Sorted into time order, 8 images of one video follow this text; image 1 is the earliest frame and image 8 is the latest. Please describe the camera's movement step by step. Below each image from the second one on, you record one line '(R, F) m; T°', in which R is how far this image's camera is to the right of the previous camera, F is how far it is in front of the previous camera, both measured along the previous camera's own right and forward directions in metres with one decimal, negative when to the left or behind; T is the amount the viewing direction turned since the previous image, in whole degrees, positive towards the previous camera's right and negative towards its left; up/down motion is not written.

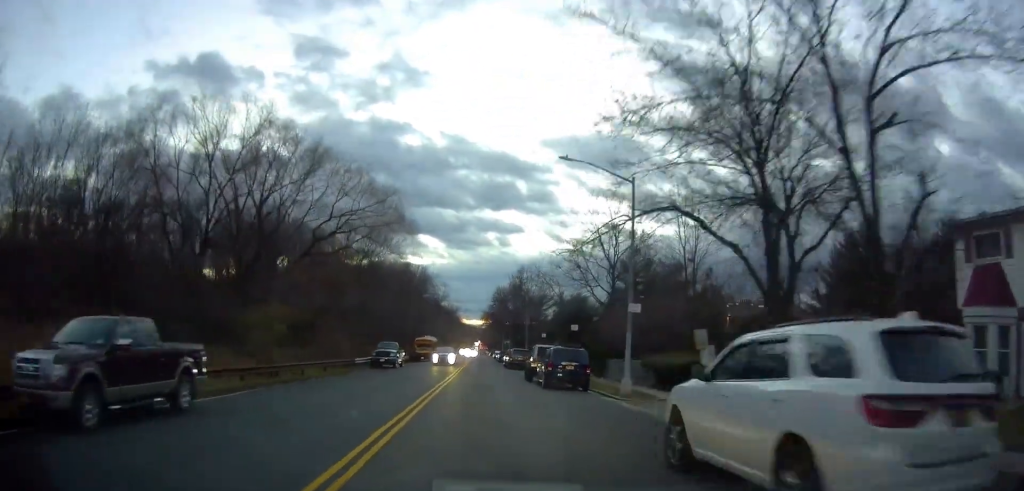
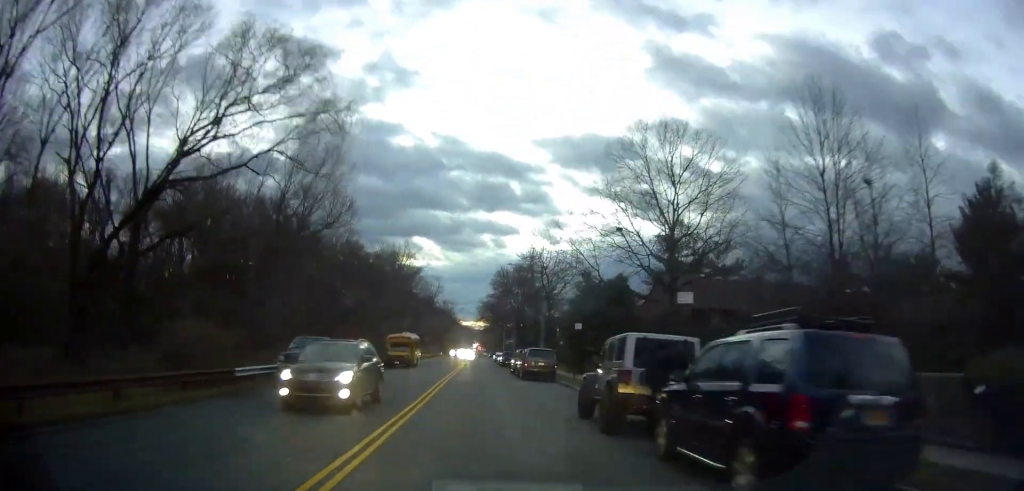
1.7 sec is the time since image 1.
(0.0, +19.3) m; 0°
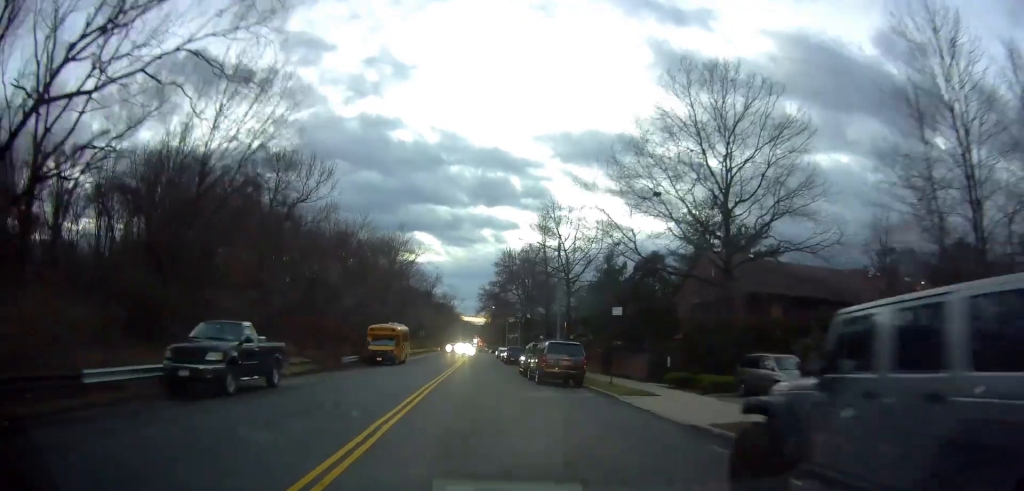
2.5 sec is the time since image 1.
(-0.1, +9.1) m; +1°
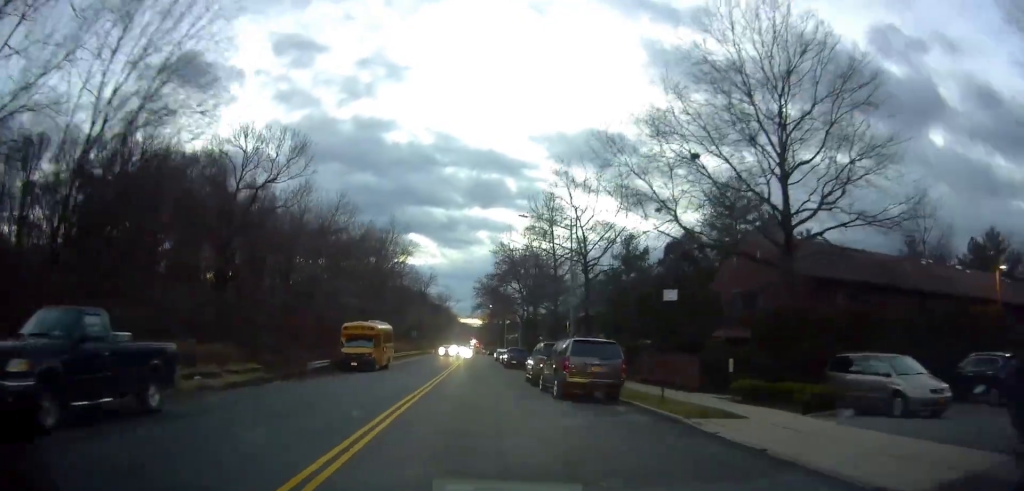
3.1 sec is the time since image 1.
(+0.3, +7.2) m; 0°
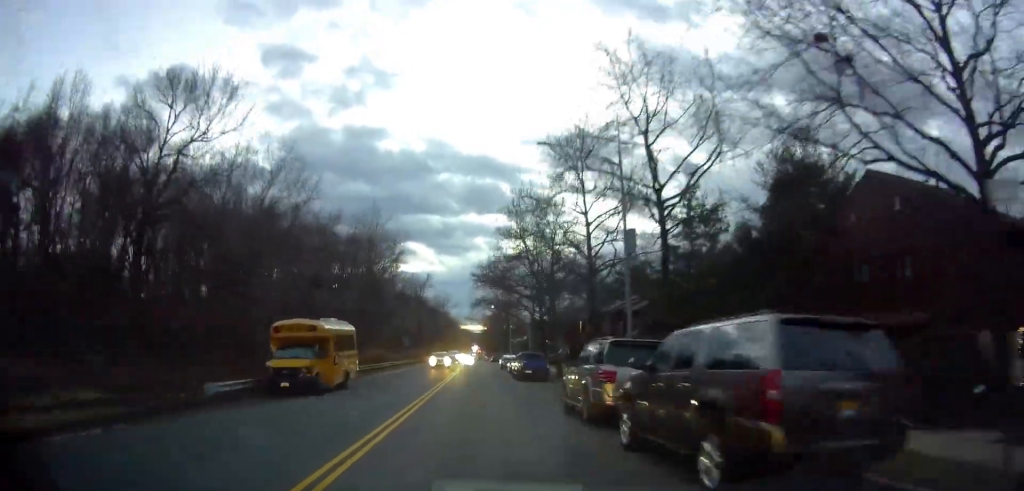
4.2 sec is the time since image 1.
(-0.3, +12.5) m; 0°
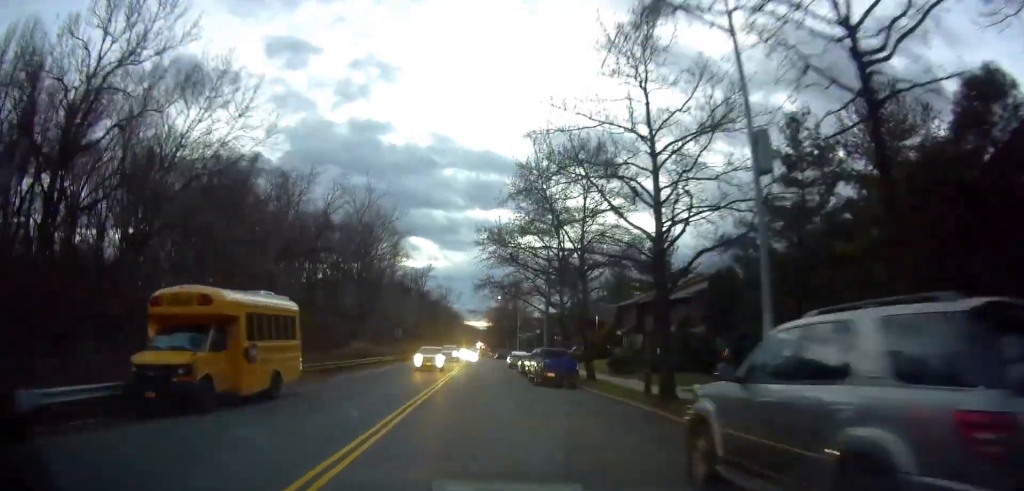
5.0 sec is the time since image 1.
(+0.3, +9.1) m; 0°
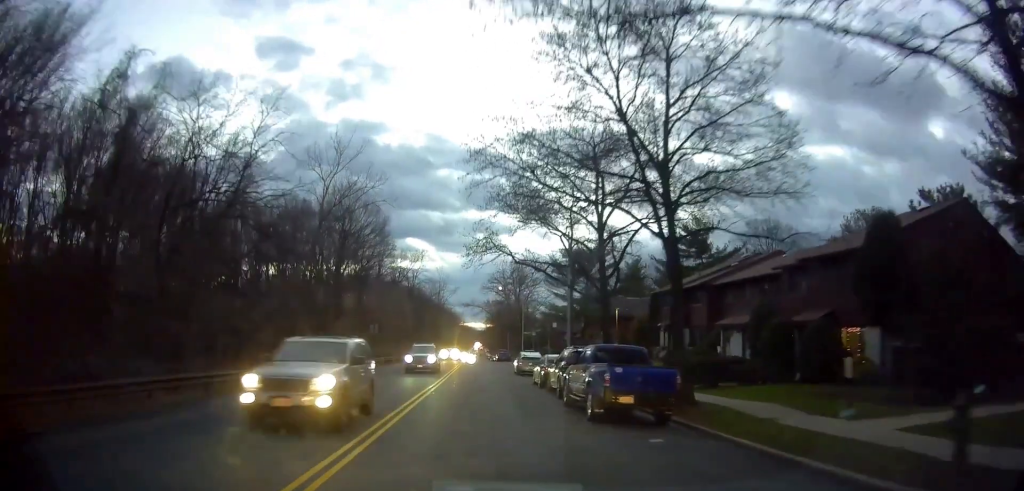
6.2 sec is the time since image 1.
(-0.3, +13.8) m; -2°
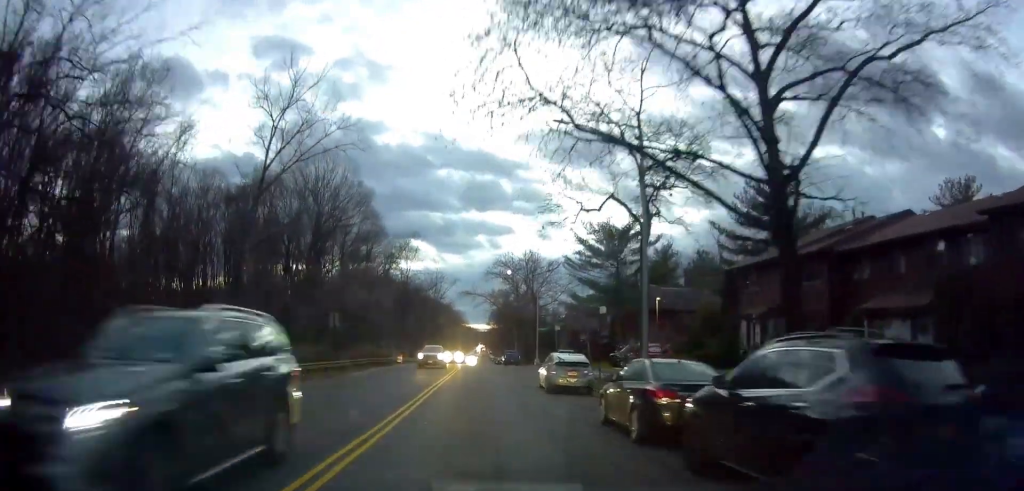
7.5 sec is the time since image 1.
(0.0, +14.9) m; 0°
